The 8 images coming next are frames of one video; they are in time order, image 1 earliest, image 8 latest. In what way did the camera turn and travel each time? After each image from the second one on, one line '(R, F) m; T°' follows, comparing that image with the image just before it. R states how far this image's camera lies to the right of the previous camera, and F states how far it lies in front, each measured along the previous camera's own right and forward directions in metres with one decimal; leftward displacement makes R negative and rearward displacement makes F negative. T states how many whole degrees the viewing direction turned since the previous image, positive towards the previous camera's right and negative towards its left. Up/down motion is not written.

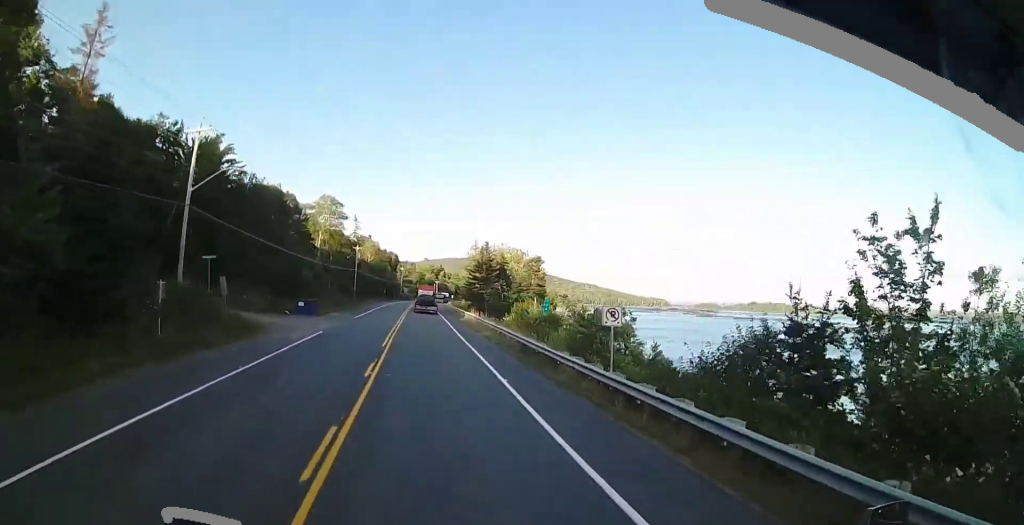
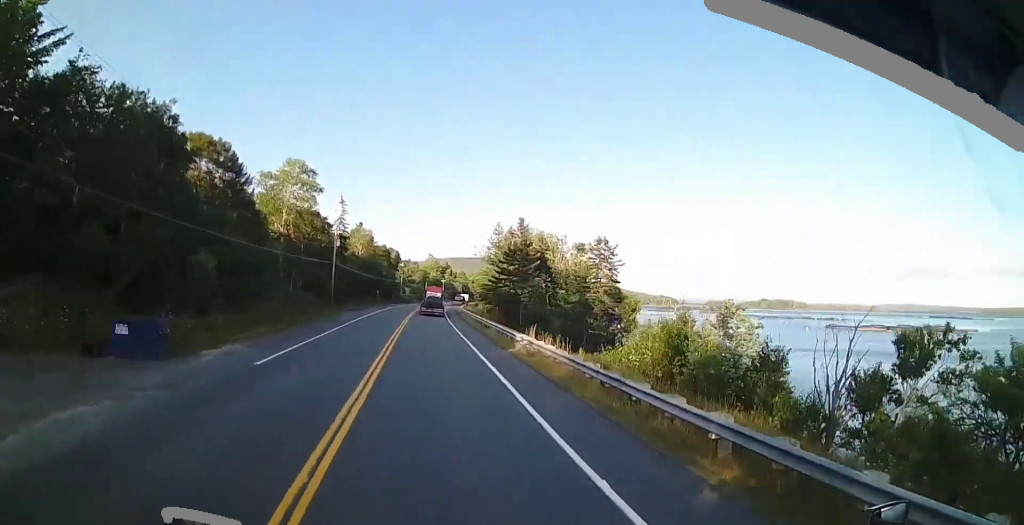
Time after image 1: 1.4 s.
(-0.3, +30.3) m; 0°
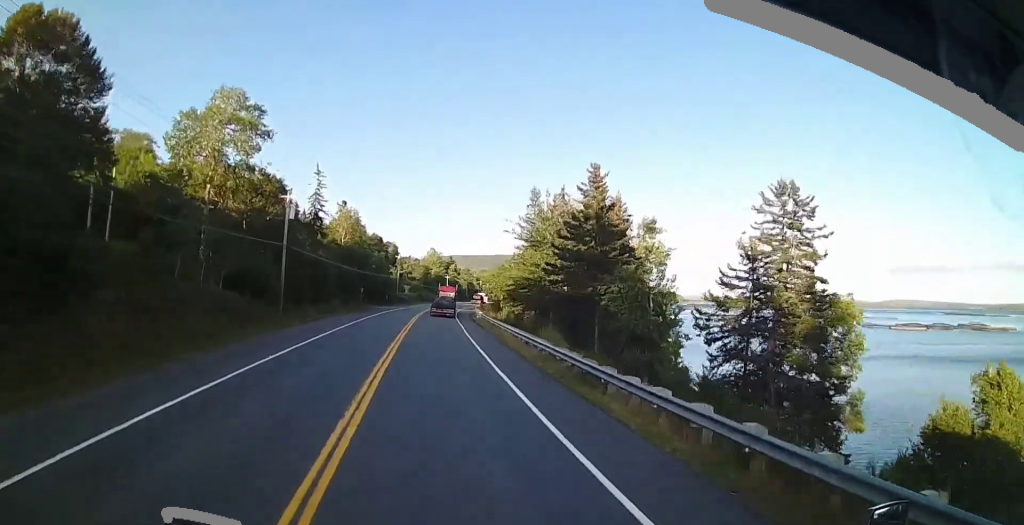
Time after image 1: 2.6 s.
(+0.3, +27.4) m; +1°
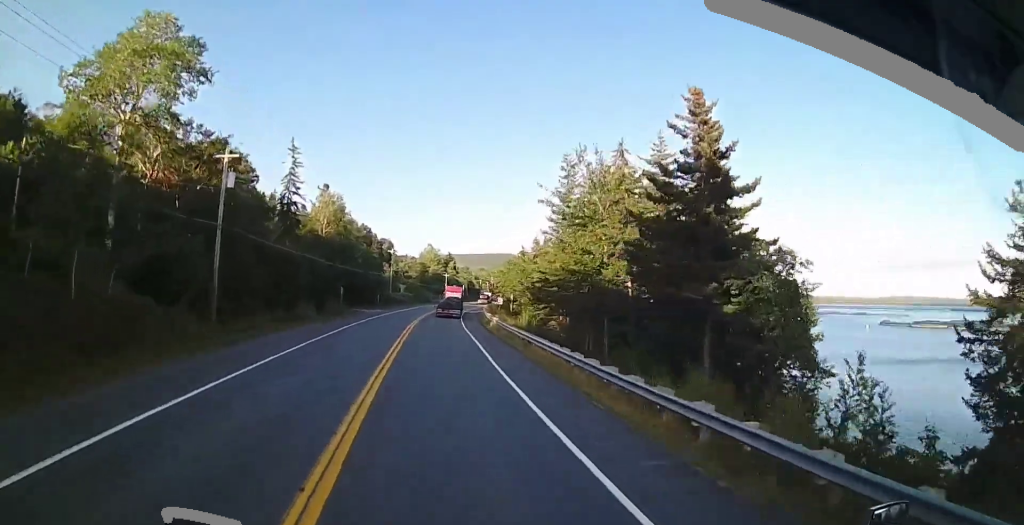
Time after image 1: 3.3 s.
(0.0, +15.0) m; 0°
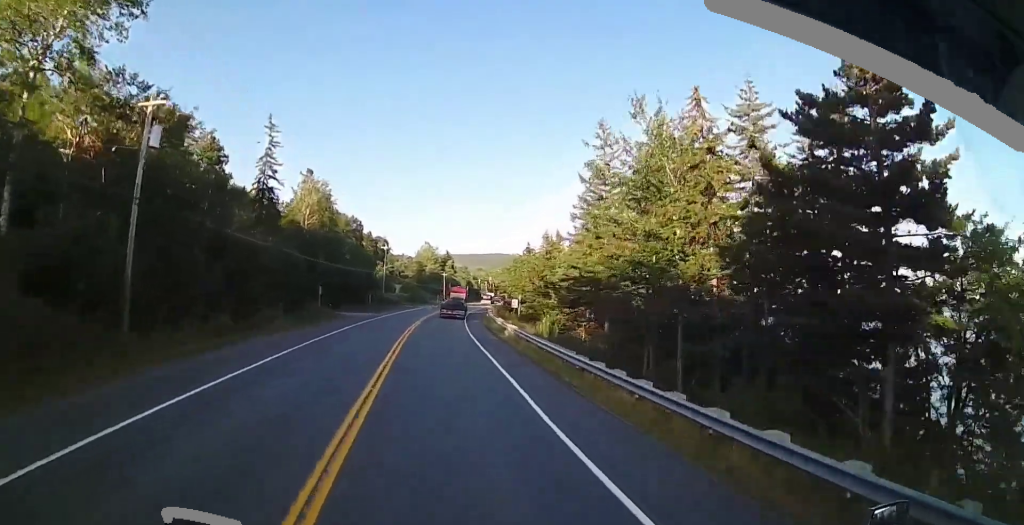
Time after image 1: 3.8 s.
(0.0, +10.0) m; 0°
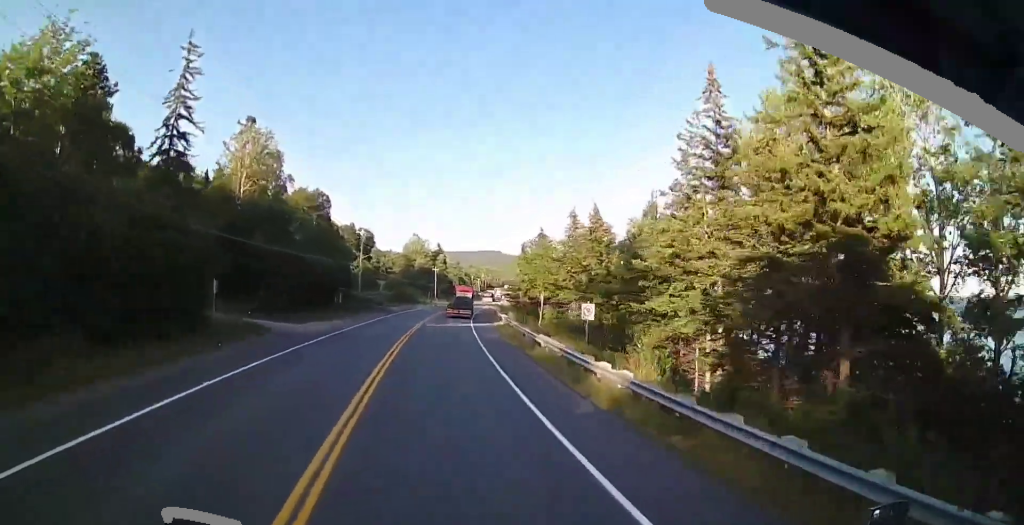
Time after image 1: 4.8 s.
(+0.2, +21.4) m; +2°
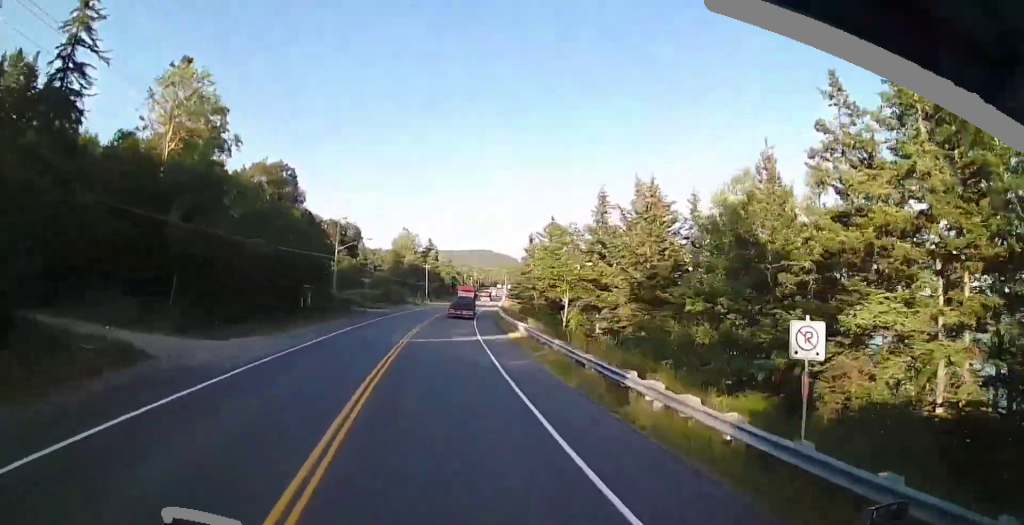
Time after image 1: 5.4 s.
(+0.1, +13.5) m; +1°
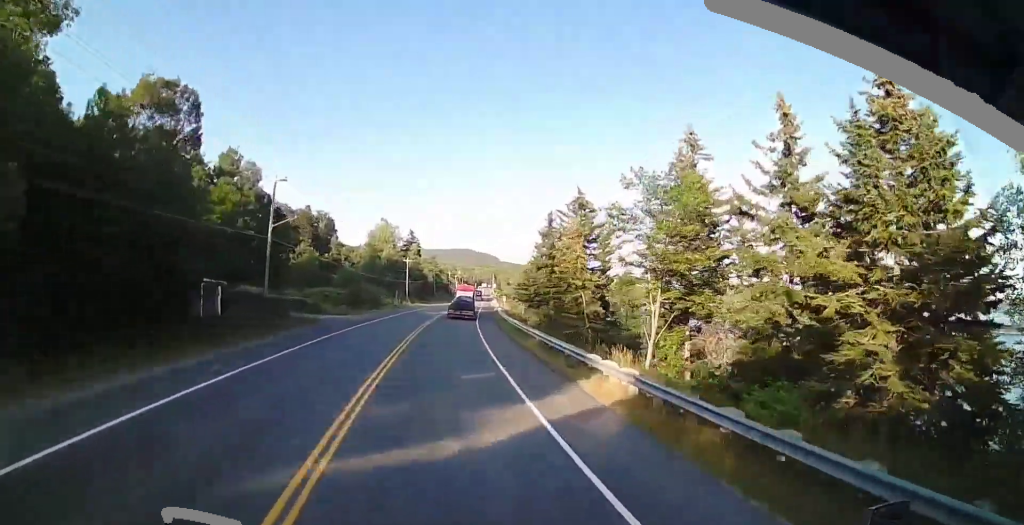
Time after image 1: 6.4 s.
(+0.4, +20.3) m; +3°
